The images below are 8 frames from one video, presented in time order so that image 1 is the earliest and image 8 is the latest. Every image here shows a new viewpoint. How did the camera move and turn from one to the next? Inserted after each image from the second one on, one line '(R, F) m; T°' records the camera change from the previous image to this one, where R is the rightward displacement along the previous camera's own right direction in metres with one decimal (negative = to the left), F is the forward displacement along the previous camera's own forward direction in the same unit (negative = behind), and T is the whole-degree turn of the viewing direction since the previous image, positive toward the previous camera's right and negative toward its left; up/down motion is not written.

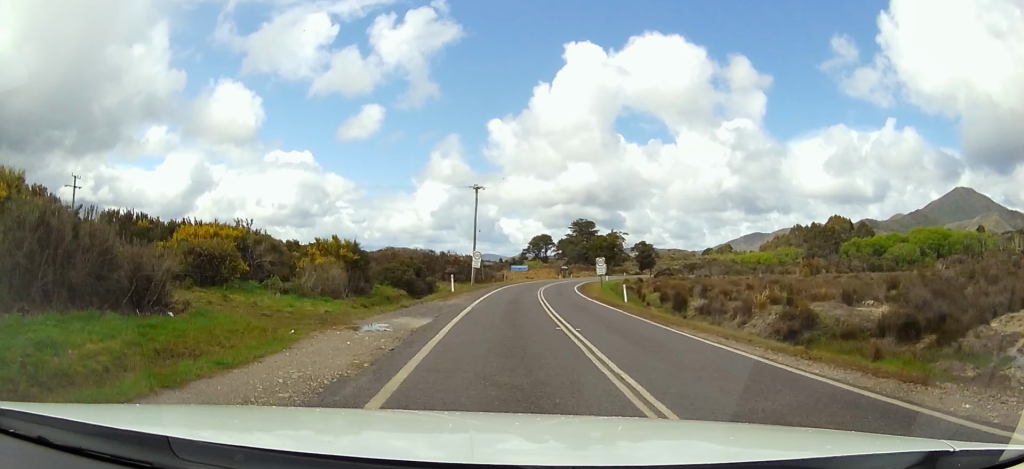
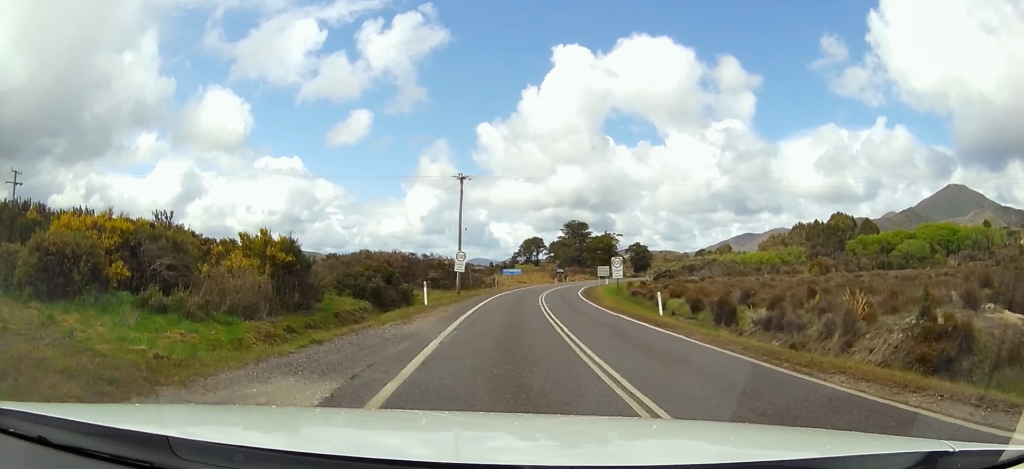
(-0.2, +10.0) m; +6°
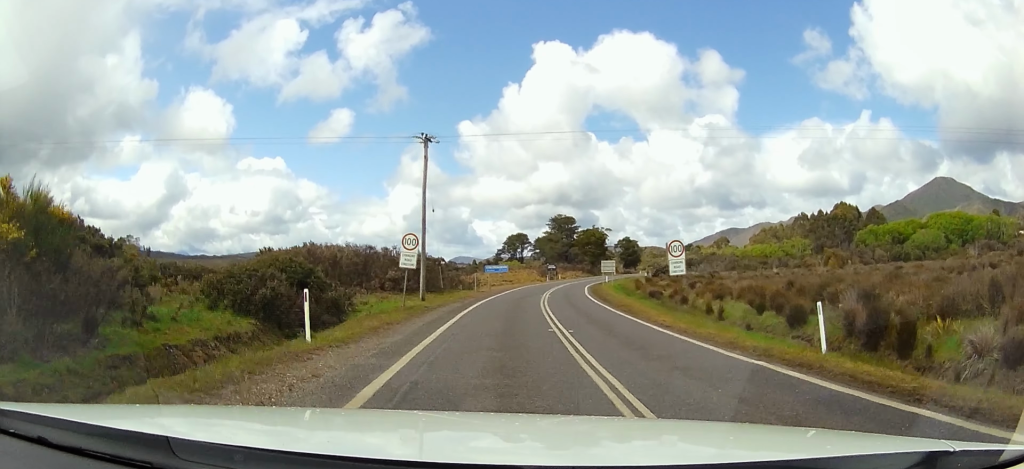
(+1.5, +14.5) m; +4°
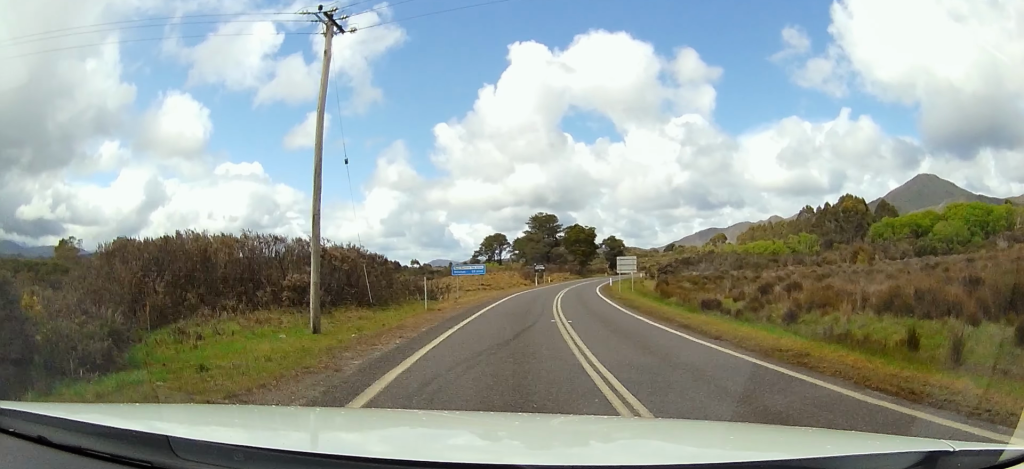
(-0.3, +18.0) m; +2°
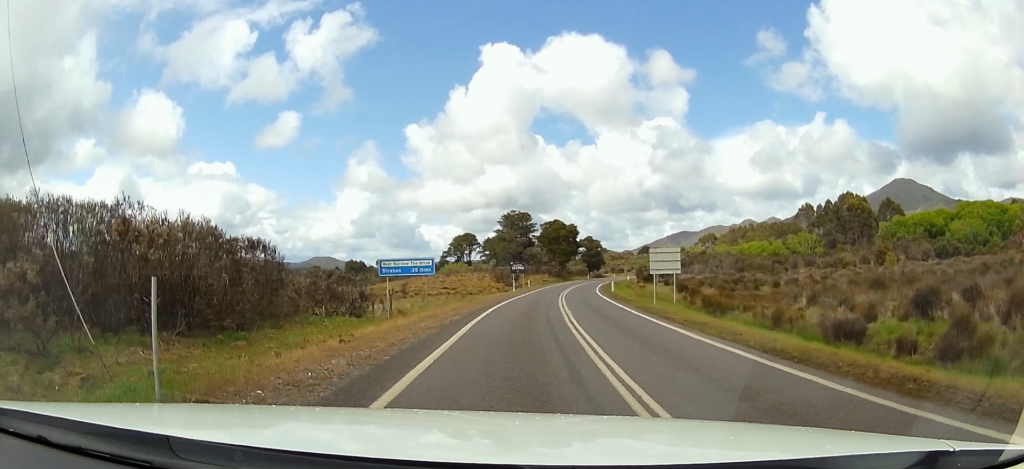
(+0.5, +15.7) m; +2°
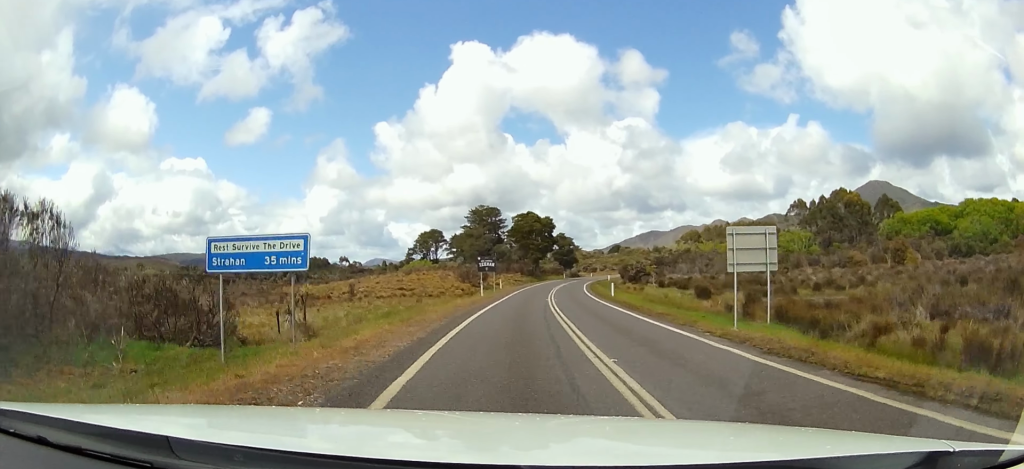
(0.0, +14.2) m; 0°
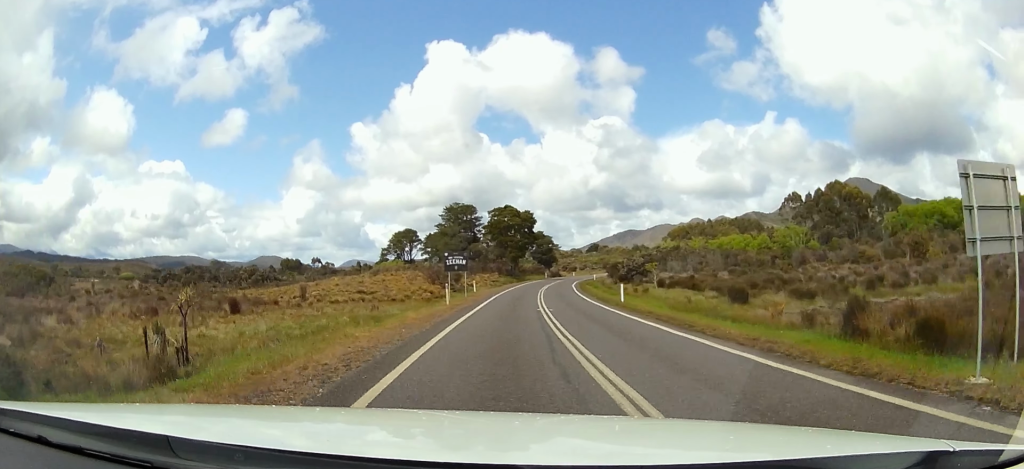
(0.0, +11.1) m; +1°
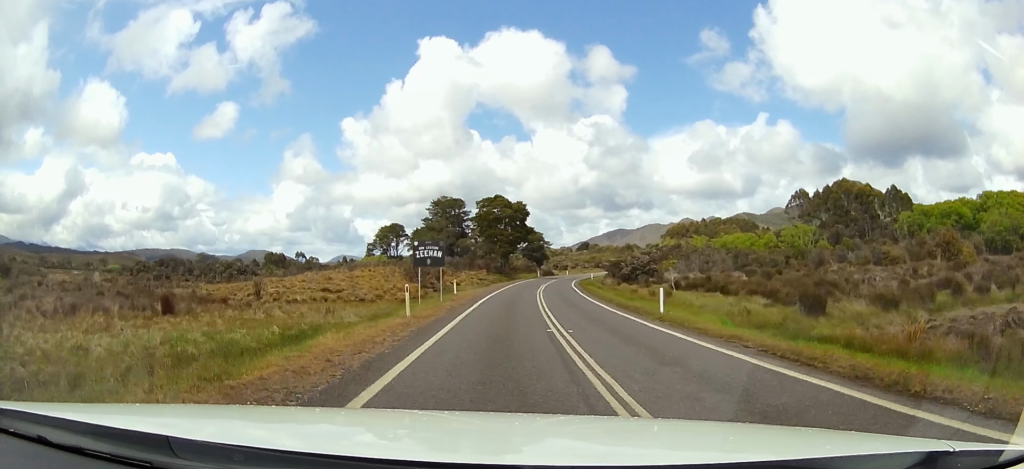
(-0.3, +10.2) m; +2°
